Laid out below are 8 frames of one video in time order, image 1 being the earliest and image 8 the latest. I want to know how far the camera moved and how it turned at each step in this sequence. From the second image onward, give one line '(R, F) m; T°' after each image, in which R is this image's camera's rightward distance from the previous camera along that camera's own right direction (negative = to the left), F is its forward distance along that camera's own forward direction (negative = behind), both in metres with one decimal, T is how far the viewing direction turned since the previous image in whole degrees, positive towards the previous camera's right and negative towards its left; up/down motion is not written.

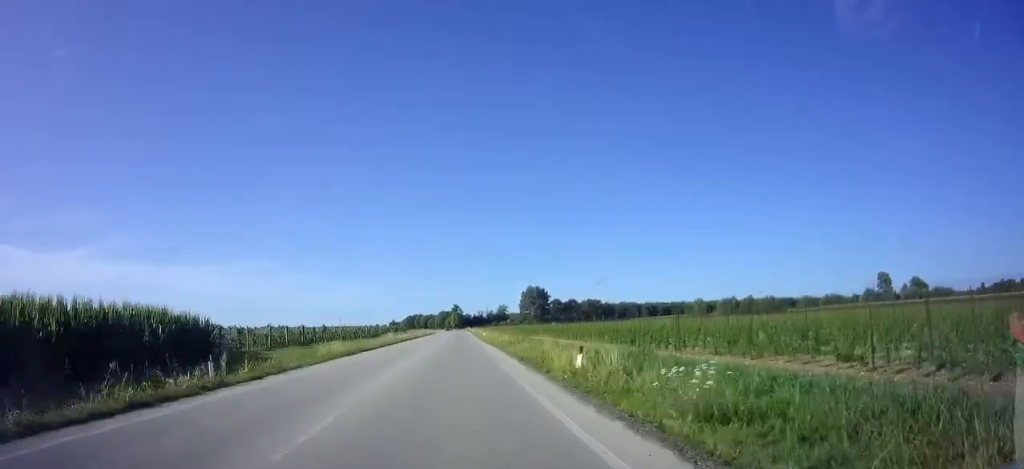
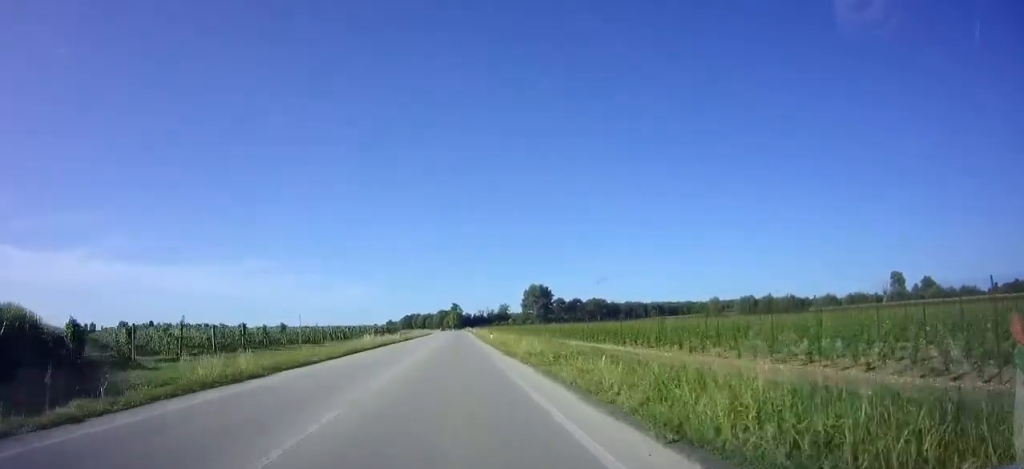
(0.0, +15.8) m; 0°
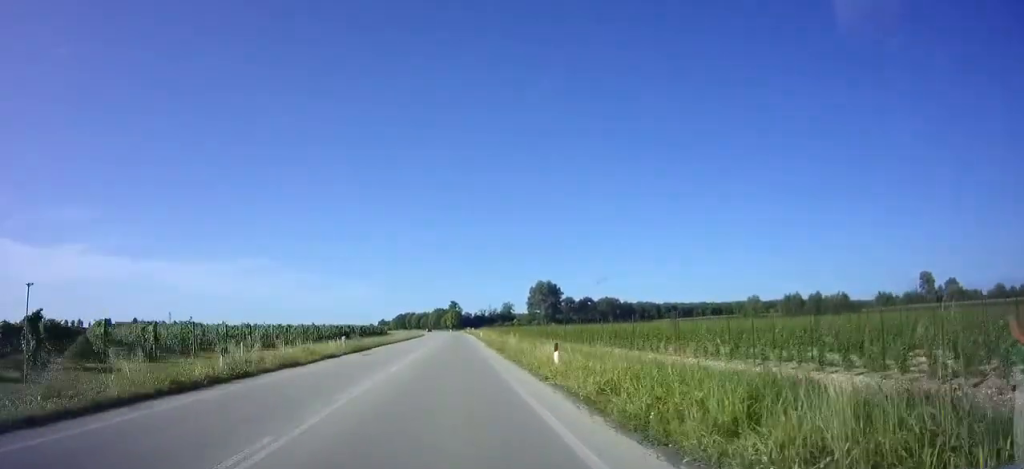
(+0.1, +33.6) m; 0°
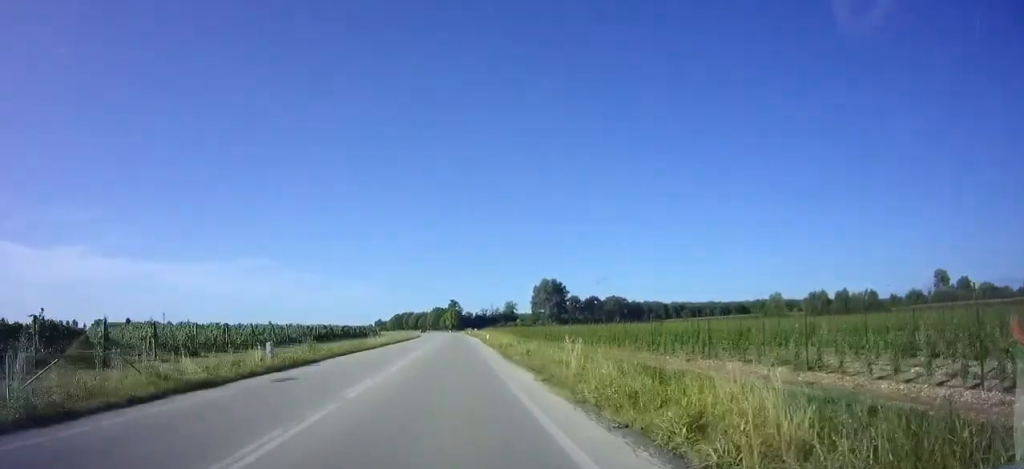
(0.0, +14.8) m; 0°
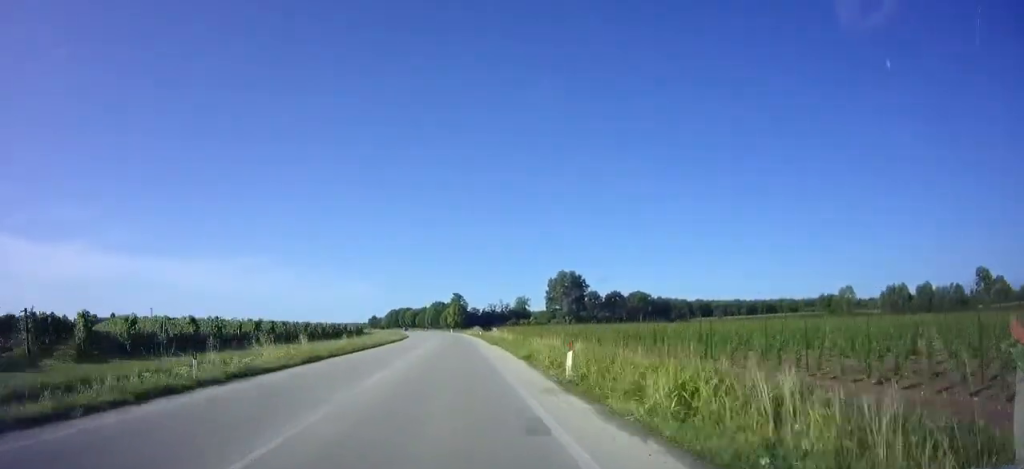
(-0.1, +35.6) m; -1°
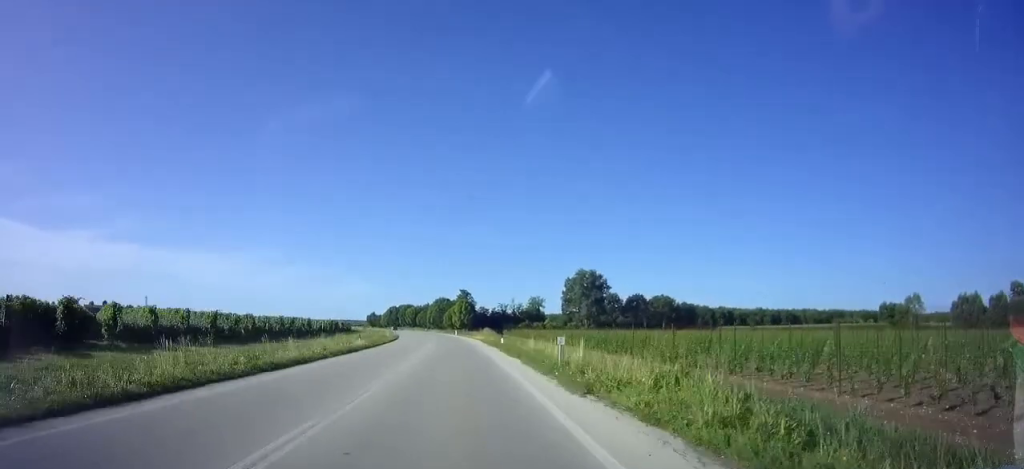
(-0.2, +25.7) m; -1°
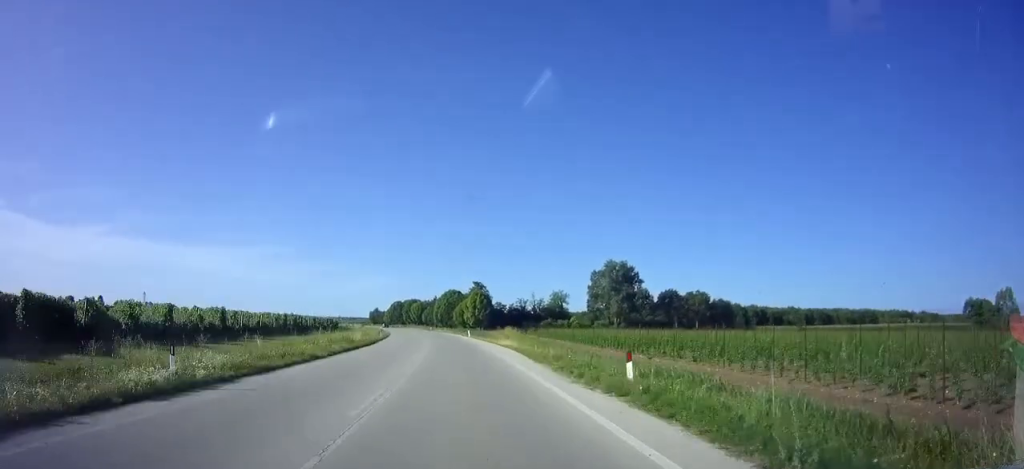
(-0.2, +26.6) m; -2°
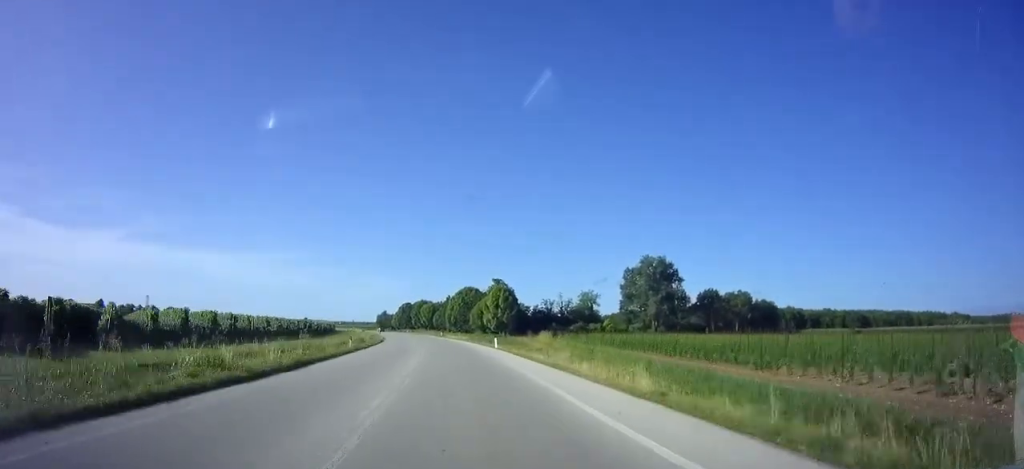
(-0.3, +23.5) m; -2°
